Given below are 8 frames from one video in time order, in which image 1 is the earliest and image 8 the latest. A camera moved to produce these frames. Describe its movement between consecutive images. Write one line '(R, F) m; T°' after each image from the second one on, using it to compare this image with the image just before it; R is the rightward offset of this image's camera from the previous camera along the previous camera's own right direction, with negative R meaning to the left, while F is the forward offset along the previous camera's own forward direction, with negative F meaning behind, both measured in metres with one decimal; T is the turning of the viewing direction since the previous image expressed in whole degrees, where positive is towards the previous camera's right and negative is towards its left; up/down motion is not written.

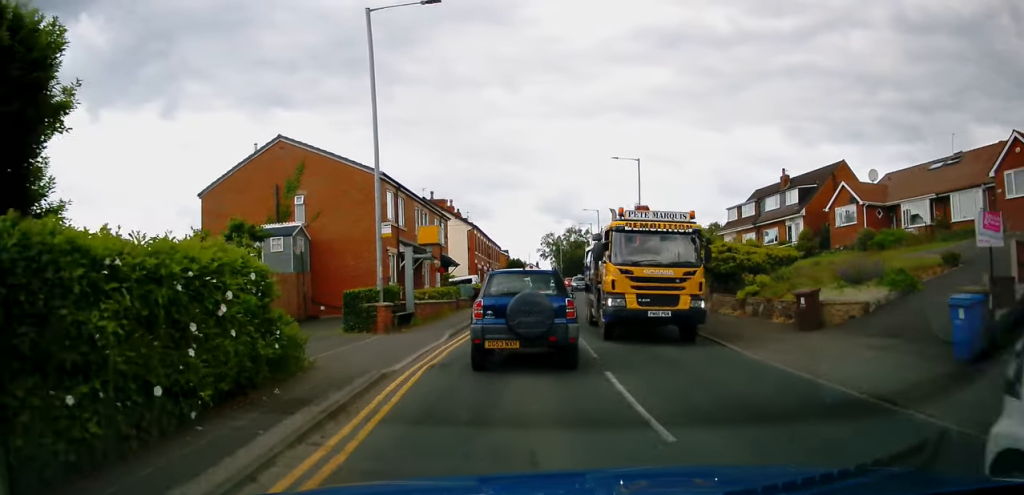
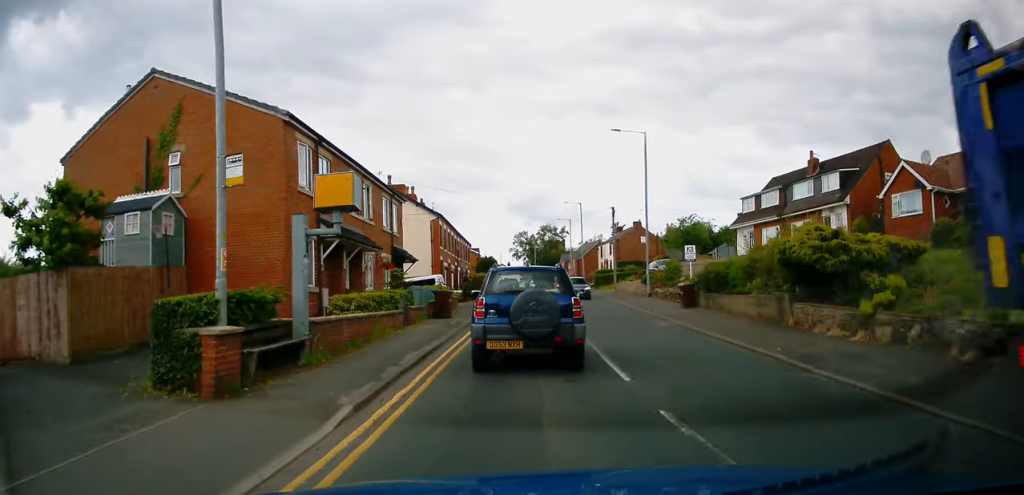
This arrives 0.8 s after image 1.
(+0.2, +8.8) m; +3°
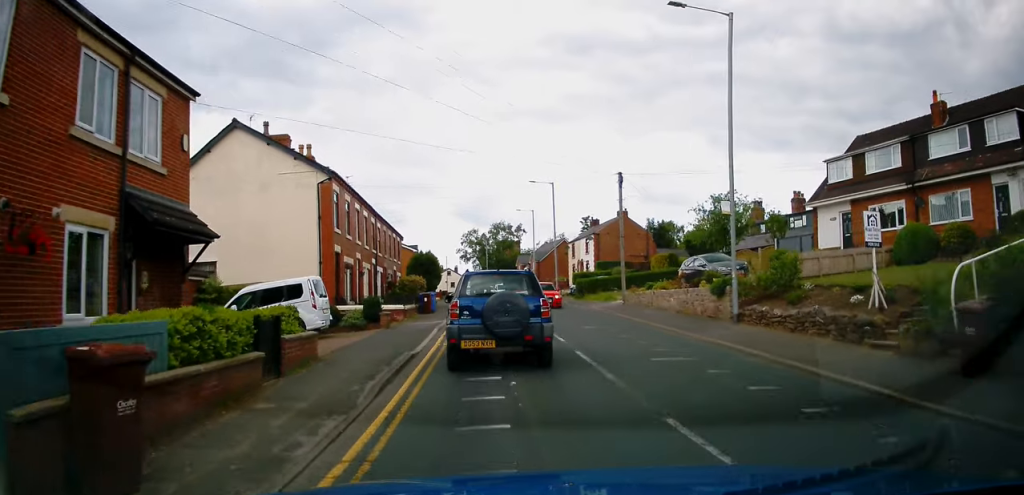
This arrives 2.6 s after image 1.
(+0.7, +18.3) m; +5°
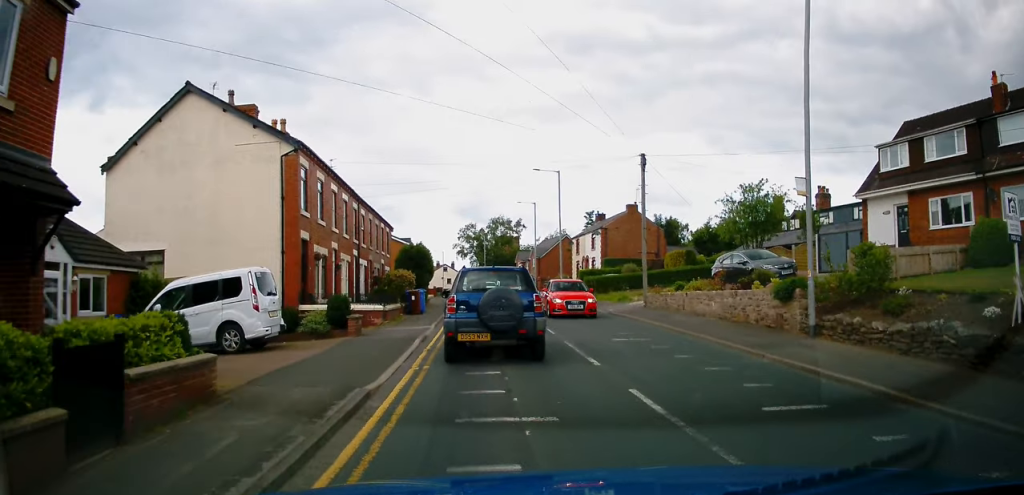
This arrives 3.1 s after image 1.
(+0.2, +4.5) m; +1°
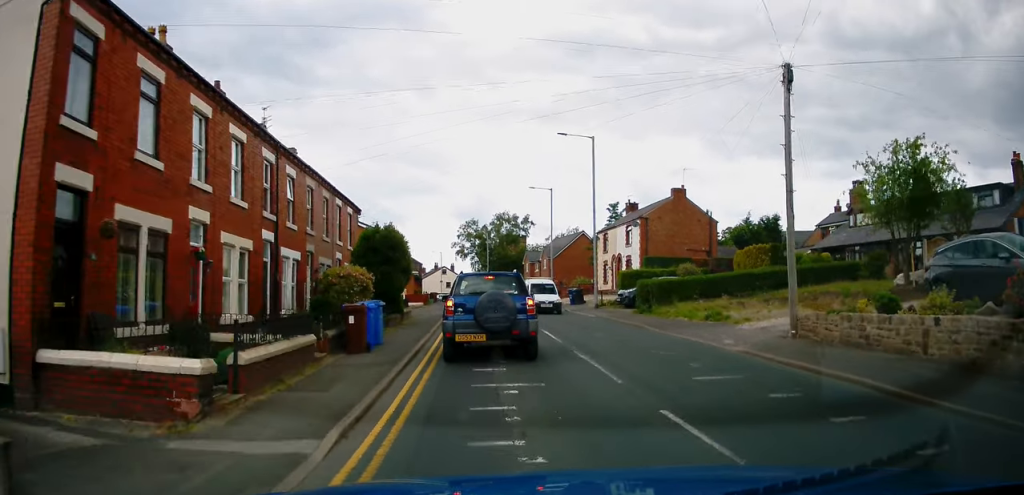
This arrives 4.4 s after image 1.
(+0.1, +12.7) m; -1°
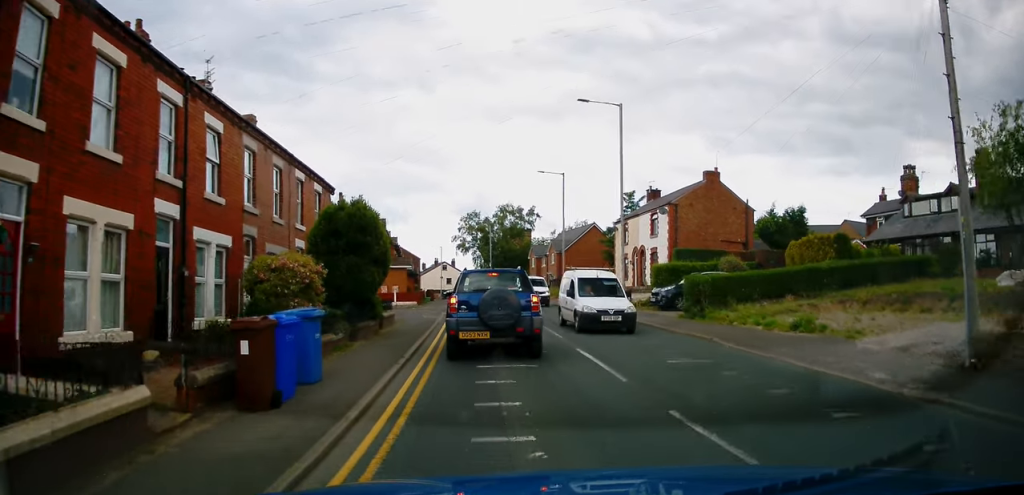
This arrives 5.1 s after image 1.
(-0.1, +6.0) m; +1°
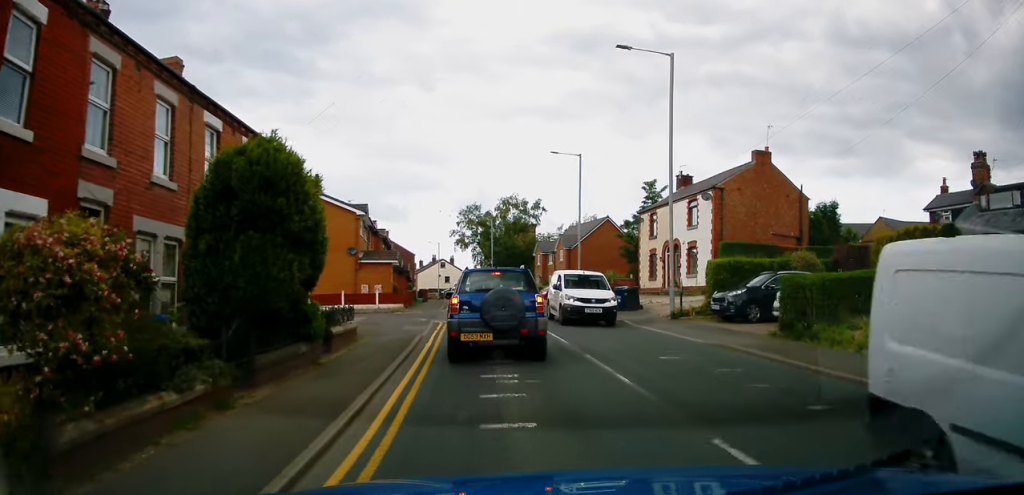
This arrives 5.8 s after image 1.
(0.0, +7.2) m; +1°
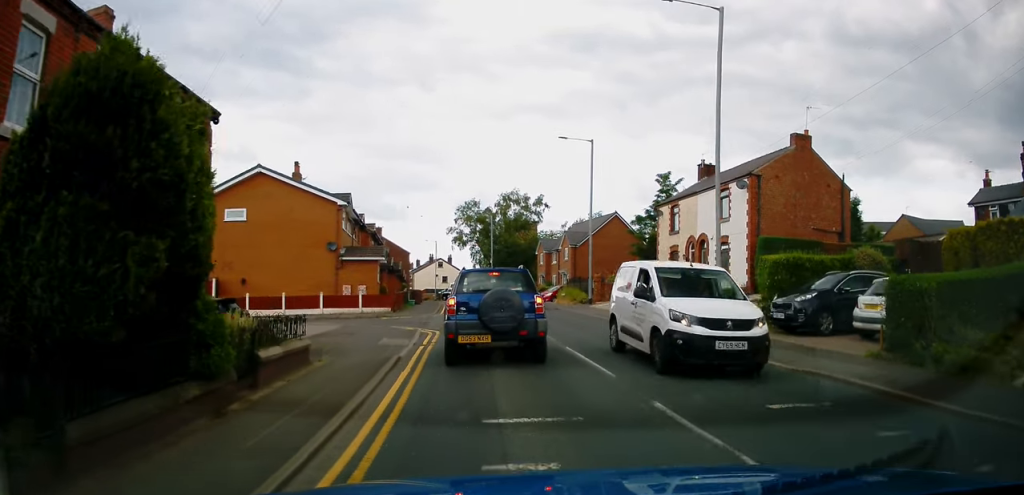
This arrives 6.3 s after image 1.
(+0.3, +4.6) m; 0°
